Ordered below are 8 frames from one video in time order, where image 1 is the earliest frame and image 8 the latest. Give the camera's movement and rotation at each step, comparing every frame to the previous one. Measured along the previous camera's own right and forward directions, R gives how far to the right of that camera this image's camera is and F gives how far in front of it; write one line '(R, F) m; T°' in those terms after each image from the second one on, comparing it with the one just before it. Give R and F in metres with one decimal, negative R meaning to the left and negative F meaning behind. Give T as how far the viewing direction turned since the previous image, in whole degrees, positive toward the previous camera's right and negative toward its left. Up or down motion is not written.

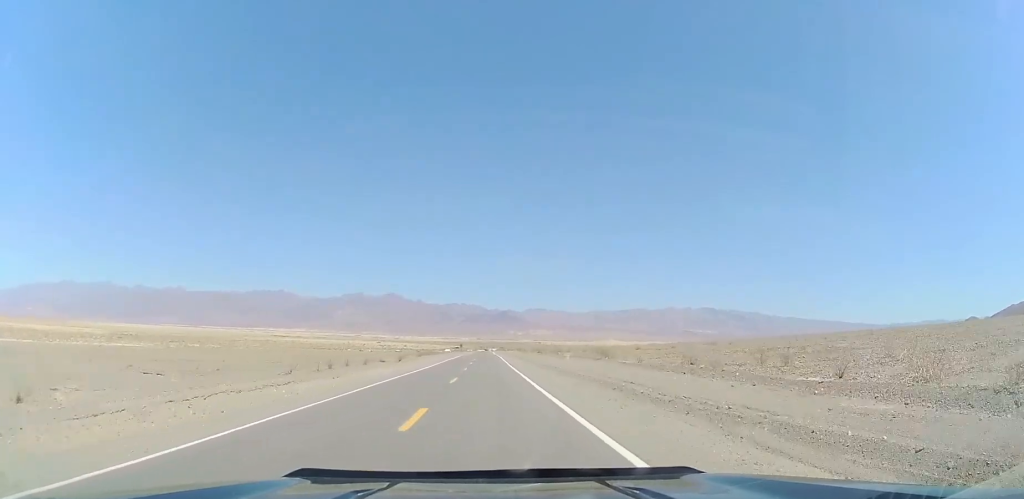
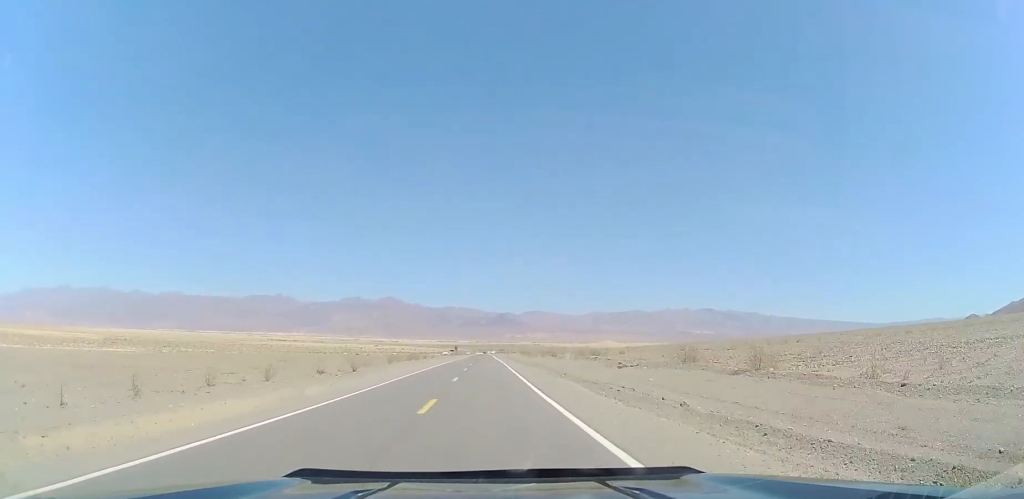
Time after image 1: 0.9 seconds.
(0.0, +25.8) m; 0°
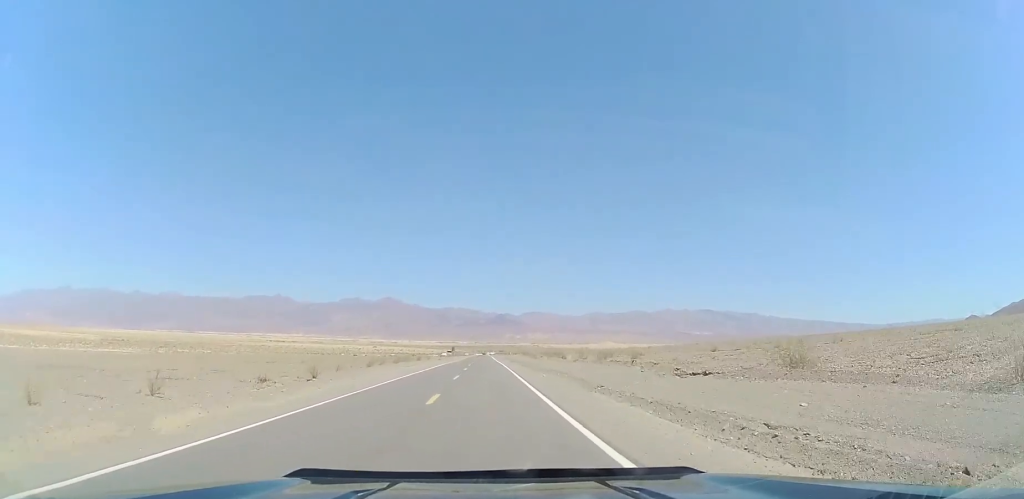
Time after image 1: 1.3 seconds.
(0.0, +11.9) m; 0°
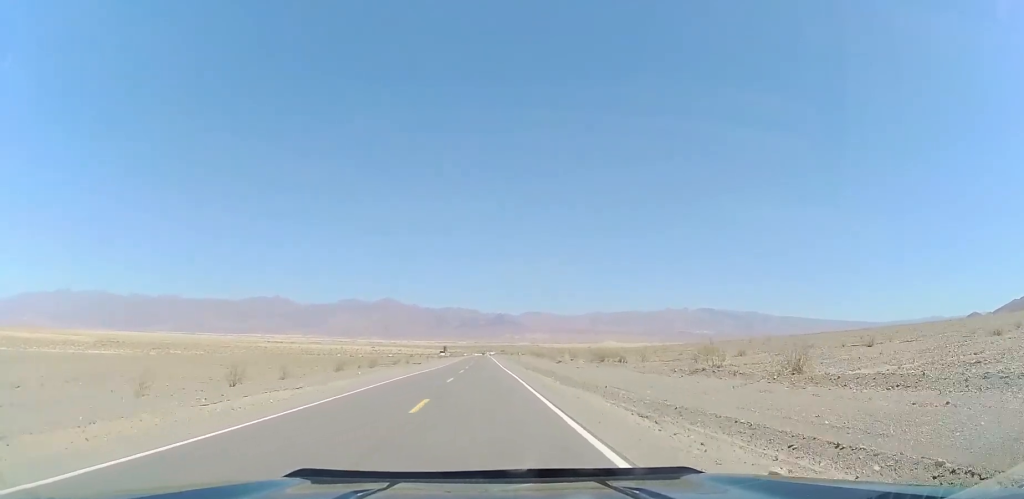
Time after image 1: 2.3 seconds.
(+0.1, +31.6) m; +1°
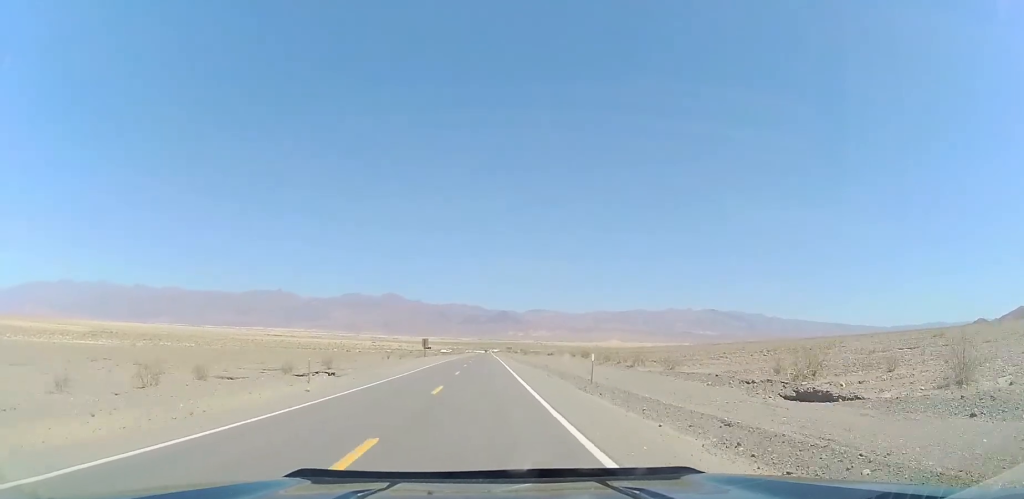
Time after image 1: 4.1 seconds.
(-0.1, +52.0) m; -1°
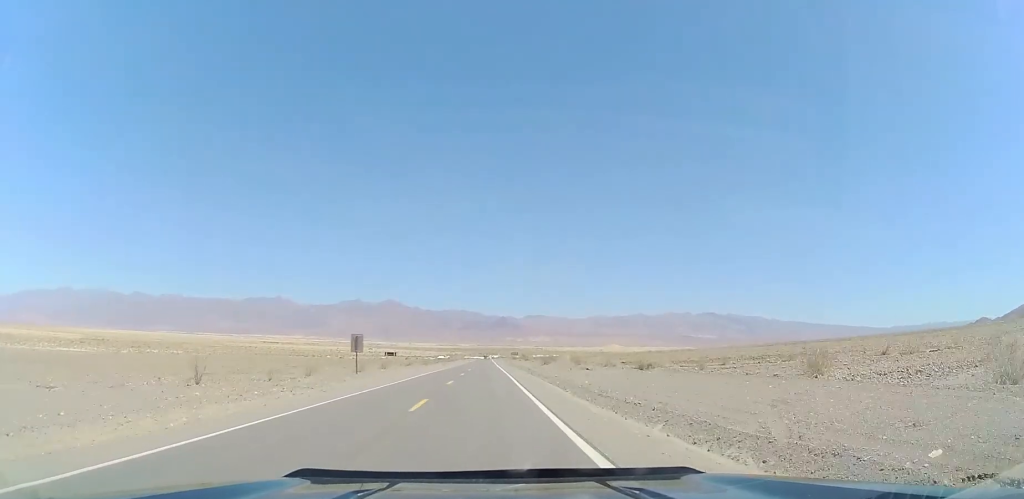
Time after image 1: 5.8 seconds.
(+0.4, +48.7) m; 0°
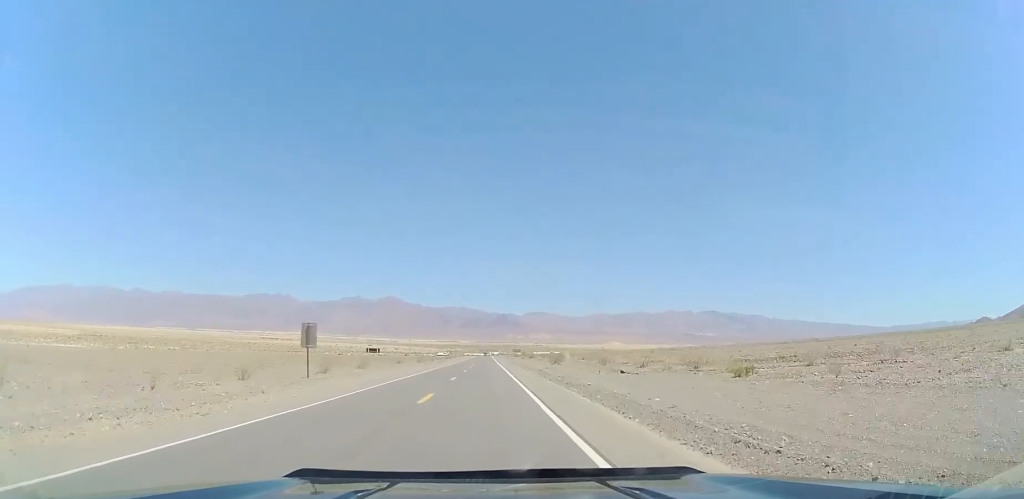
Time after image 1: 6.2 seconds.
(-0.1, +12.6) m; -1°
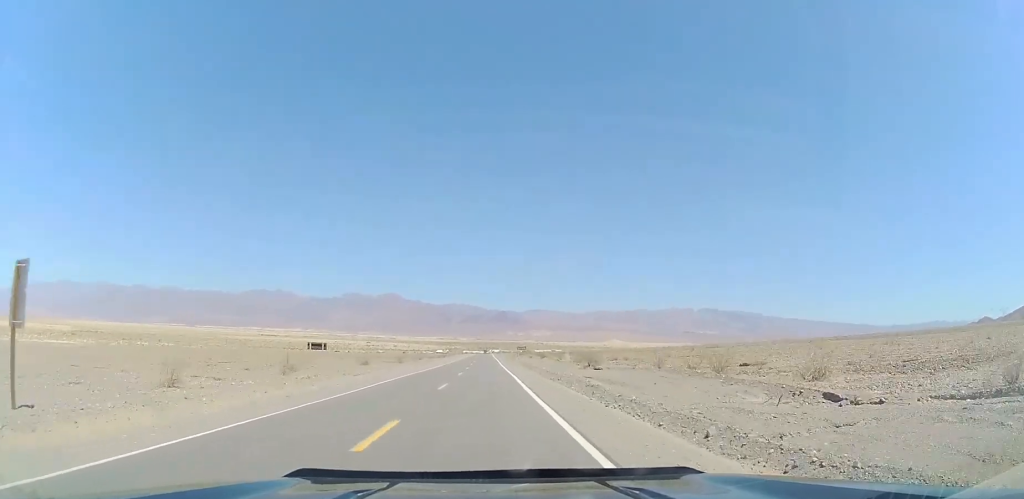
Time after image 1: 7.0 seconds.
(-0.4, +23.4) m; -1°
